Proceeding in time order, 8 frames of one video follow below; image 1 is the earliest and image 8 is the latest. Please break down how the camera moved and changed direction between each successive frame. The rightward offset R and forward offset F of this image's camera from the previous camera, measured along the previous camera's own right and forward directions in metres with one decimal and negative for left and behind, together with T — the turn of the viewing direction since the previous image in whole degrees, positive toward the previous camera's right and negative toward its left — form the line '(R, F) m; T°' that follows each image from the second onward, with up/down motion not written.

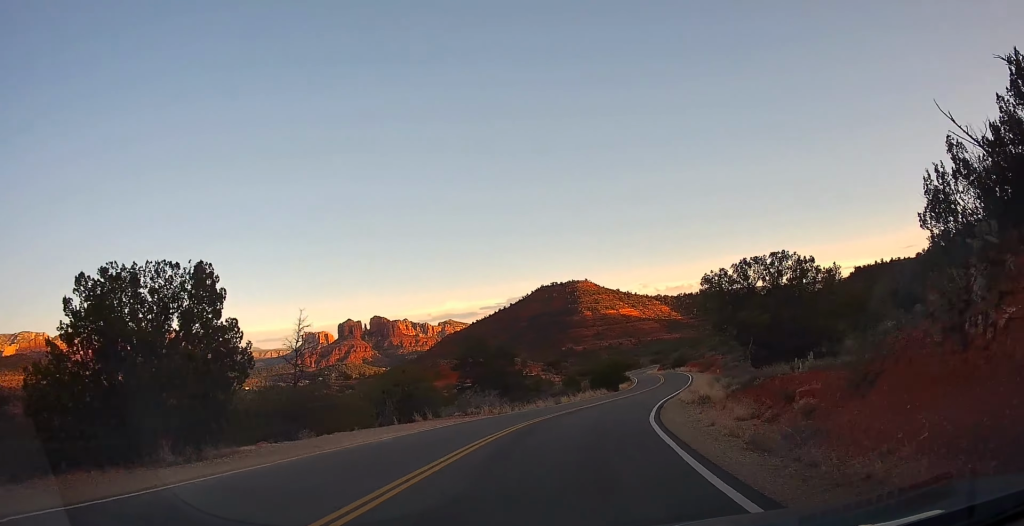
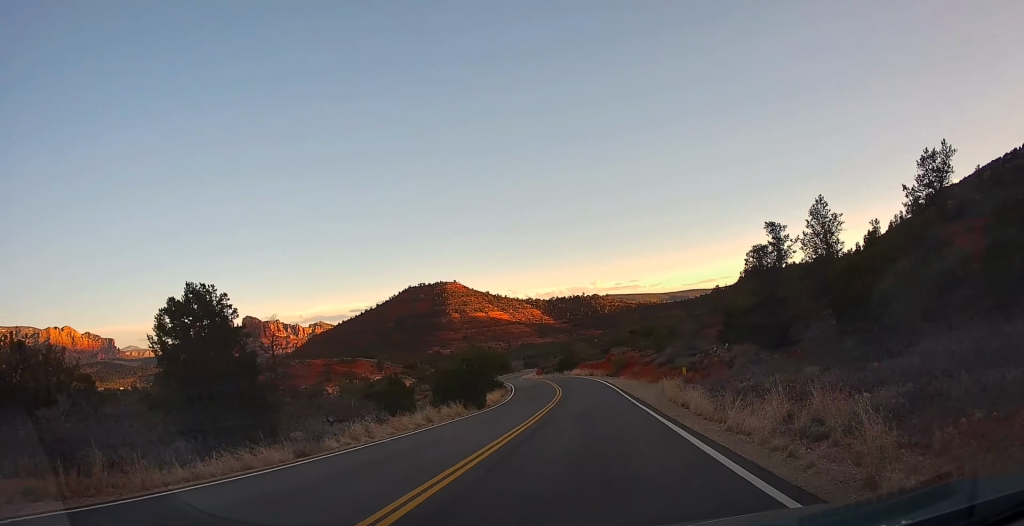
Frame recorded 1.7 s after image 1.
(+3.7, +27.5) m; +13°
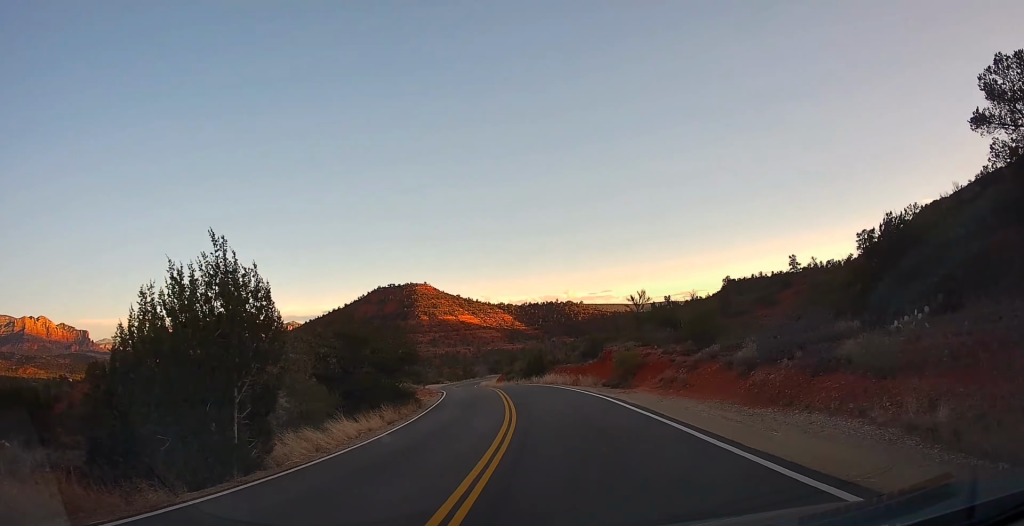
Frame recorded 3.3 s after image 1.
(+0.9, +26.3) m; +3°
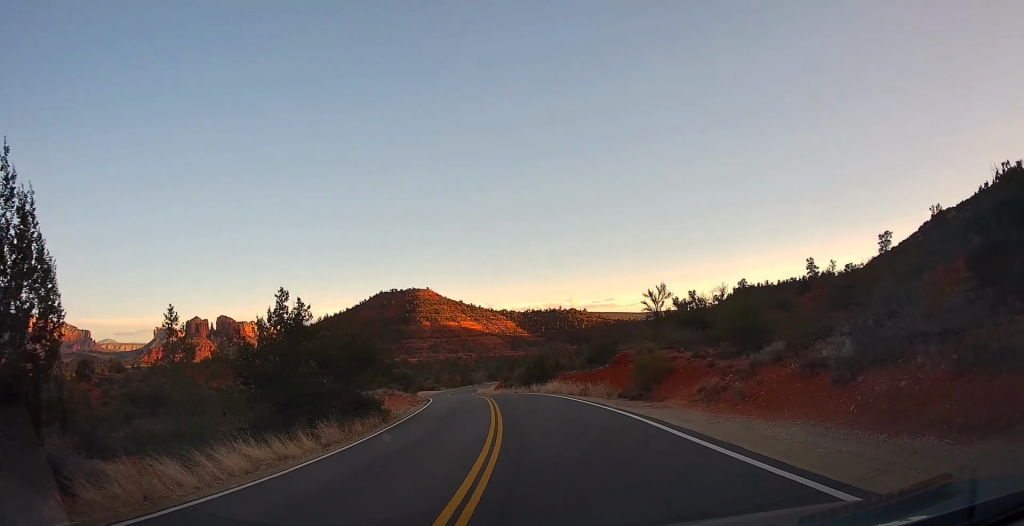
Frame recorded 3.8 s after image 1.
(+0.1, +7.1) m; 0°
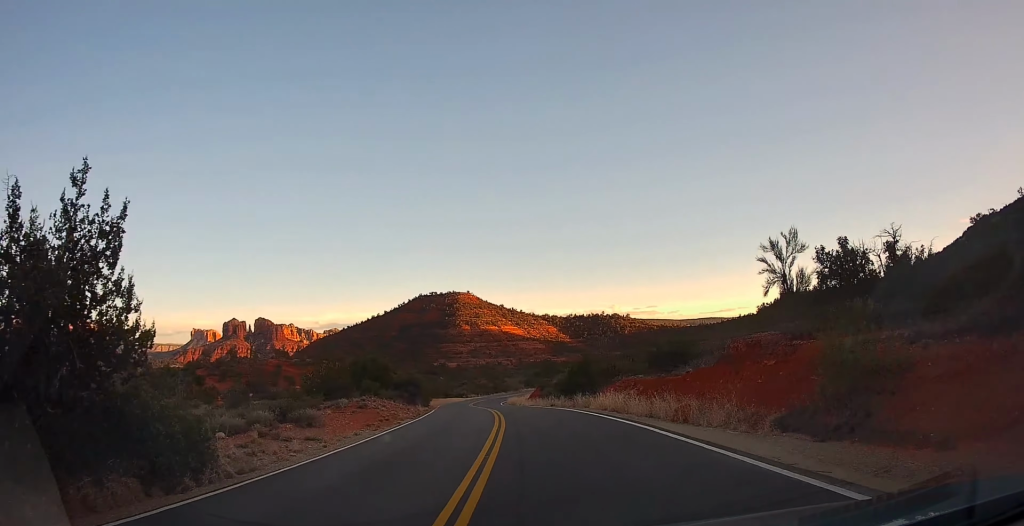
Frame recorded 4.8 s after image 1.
(+0.1, +16.4) m; -1°
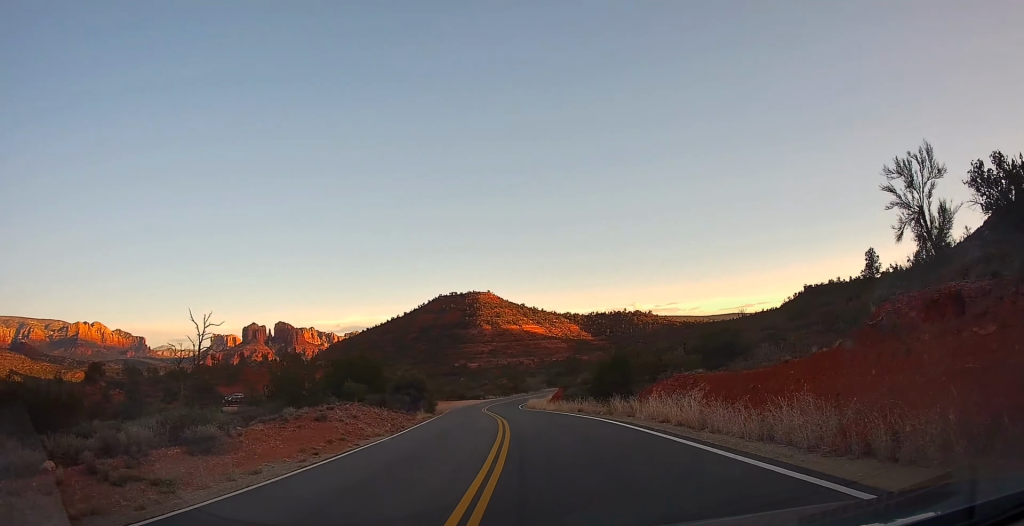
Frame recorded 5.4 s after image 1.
(-0.1, +8.7) m; -2°
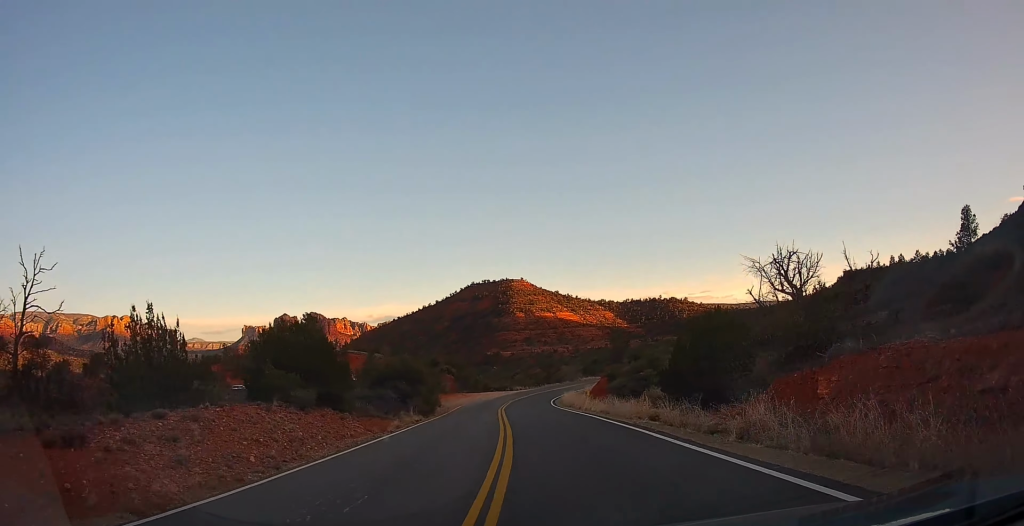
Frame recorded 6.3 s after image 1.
(-0.5, +14.5) m; -4°
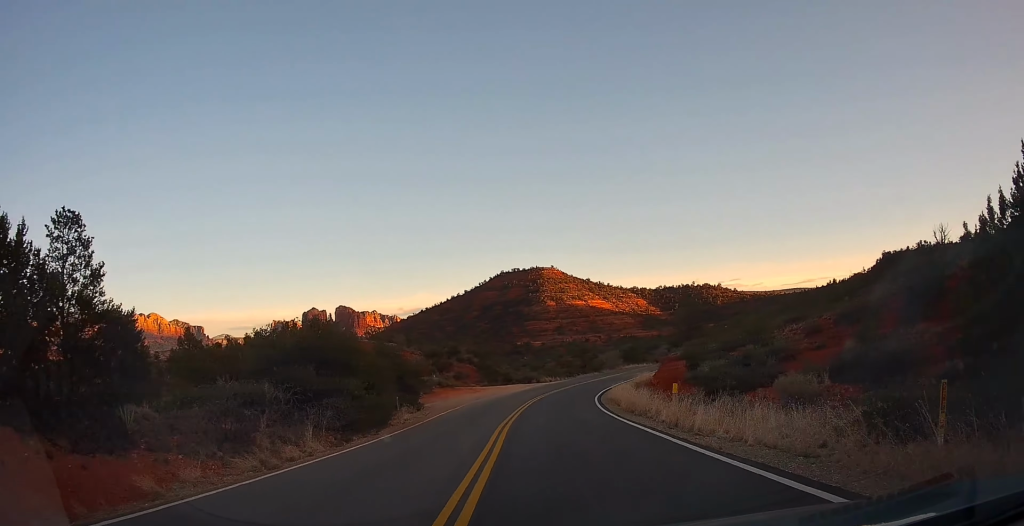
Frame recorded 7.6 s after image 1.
(-0.8, +18.1) m; -3°
